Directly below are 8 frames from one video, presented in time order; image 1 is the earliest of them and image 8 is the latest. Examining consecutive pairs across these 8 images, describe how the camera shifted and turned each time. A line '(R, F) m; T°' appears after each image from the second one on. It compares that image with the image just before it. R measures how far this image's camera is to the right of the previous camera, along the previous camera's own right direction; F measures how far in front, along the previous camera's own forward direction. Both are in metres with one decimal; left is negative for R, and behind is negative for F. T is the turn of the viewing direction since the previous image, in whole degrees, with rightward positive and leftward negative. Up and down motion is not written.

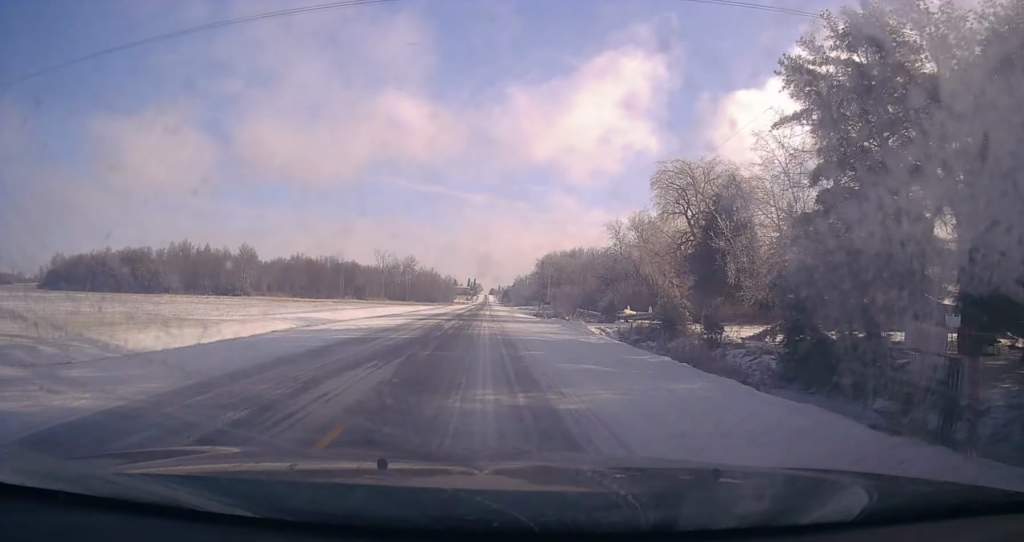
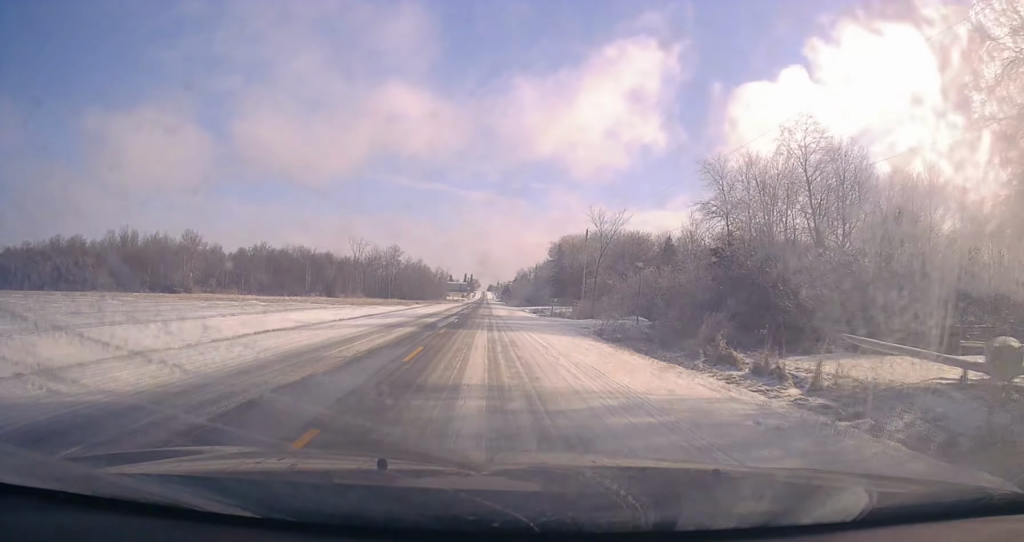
(+1.1, +45.4) m; +2°
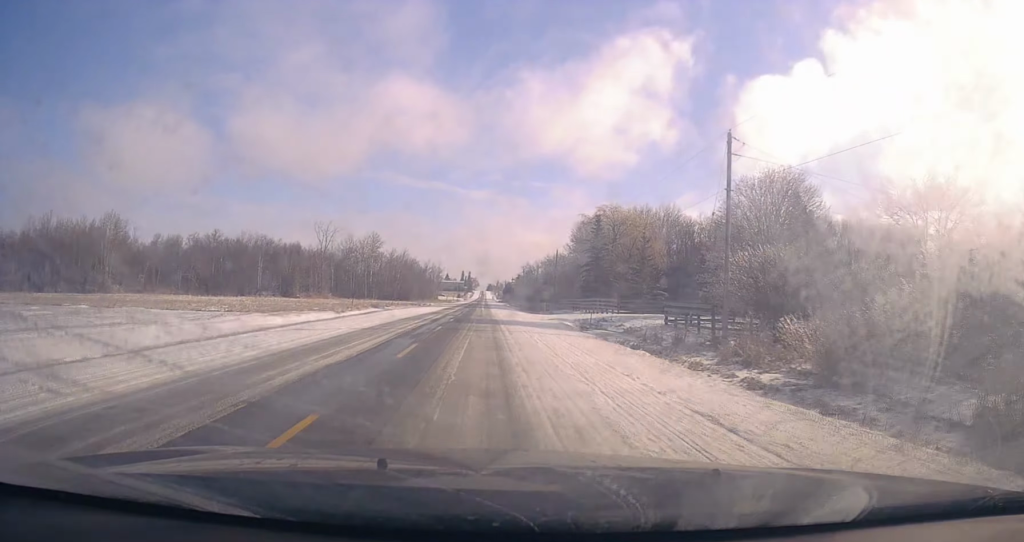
(-0.9, +45.2) m; -1°
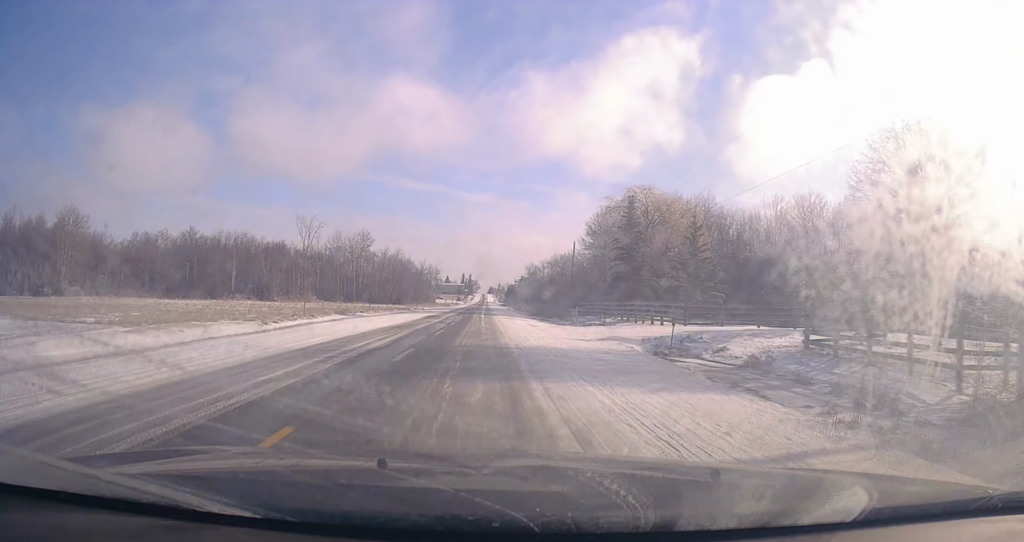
(+0.3, +17.8) m; +1°
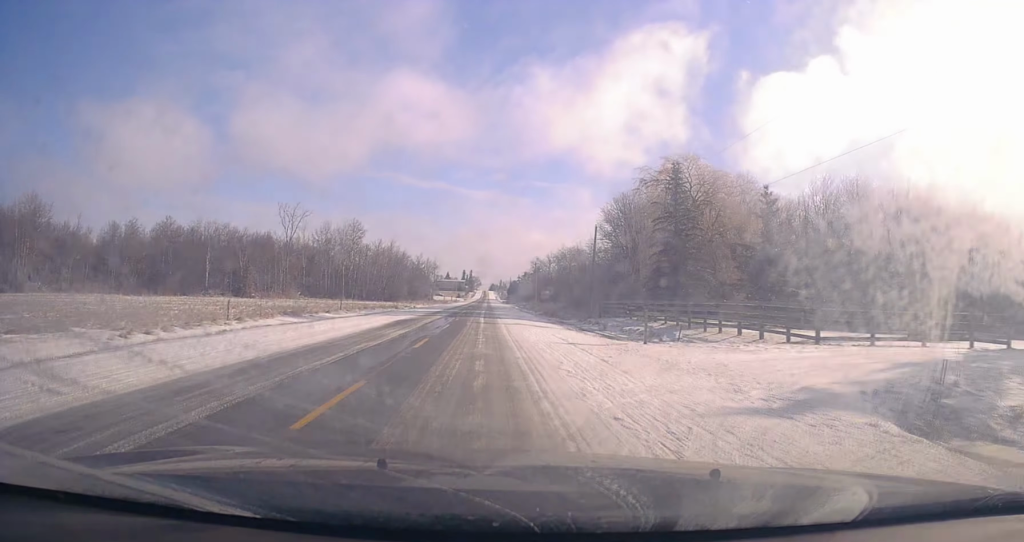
(+0.1, +15.4) m; 0°
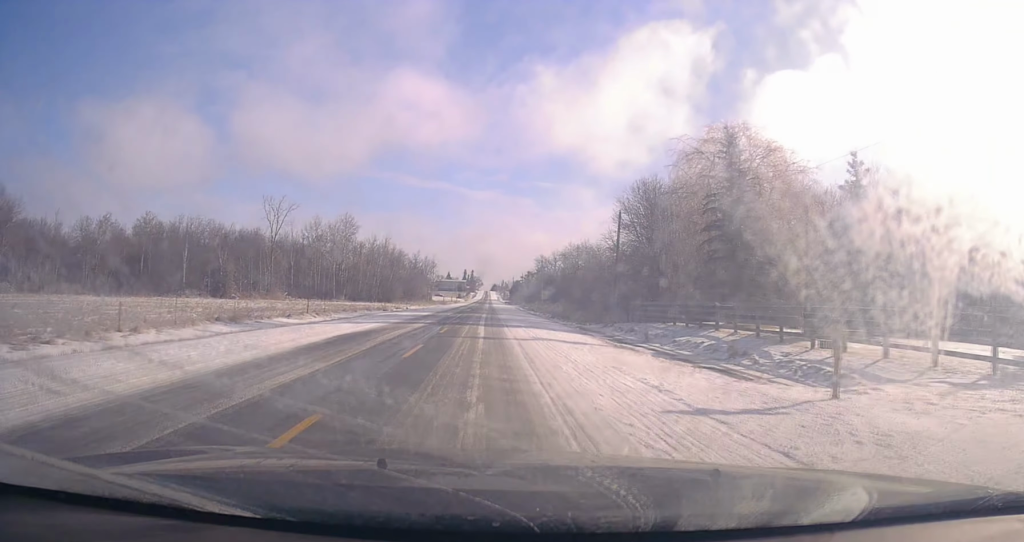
(0.0, +11.9) m; 0°
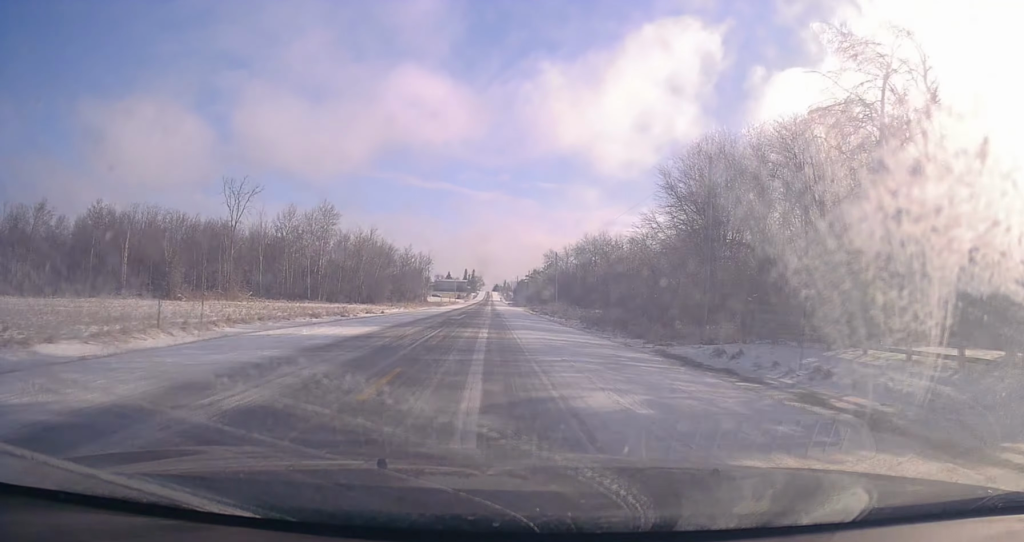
(-0.2, +22.9) m; -1°
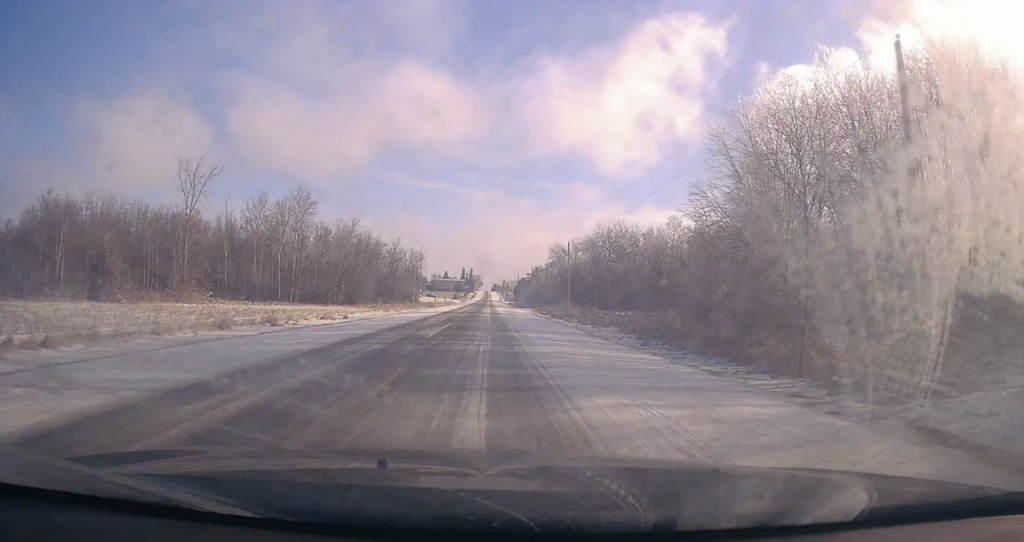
(-0.6, +17.6) m; 0°
